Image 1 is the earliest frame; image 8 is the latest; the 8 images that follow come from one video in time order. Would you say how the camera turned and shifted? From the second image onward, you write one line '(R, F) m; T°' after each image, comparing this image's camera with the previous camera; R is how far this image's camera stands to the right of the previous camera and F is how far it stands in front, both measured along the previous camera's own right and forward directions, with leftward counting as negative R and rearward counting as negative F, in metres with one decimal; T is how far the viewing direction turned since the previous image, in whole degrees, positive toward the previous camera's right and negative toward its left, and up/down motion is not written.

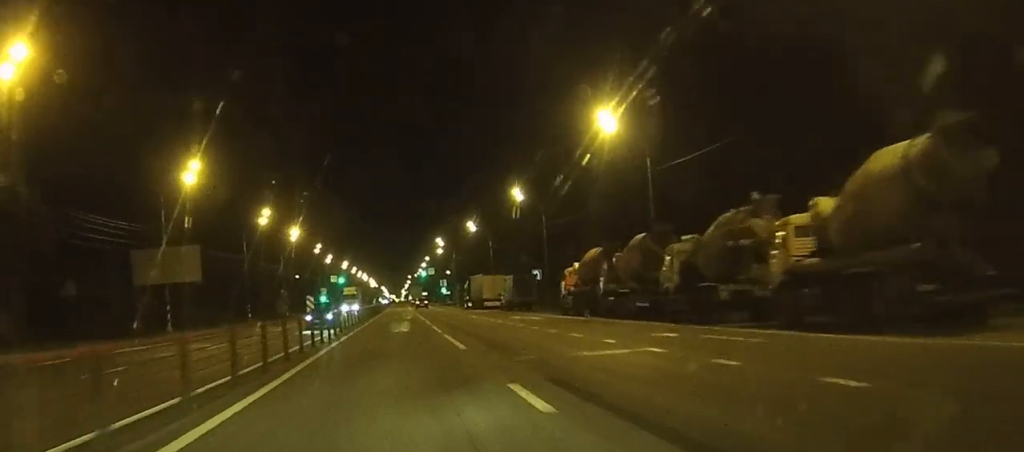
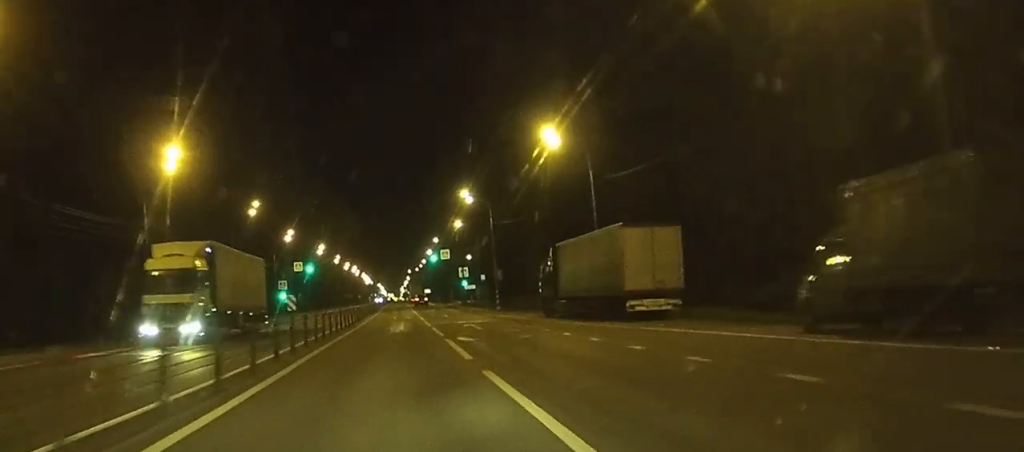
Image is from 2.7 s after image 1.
(-0.1, +63.3) m; 0°
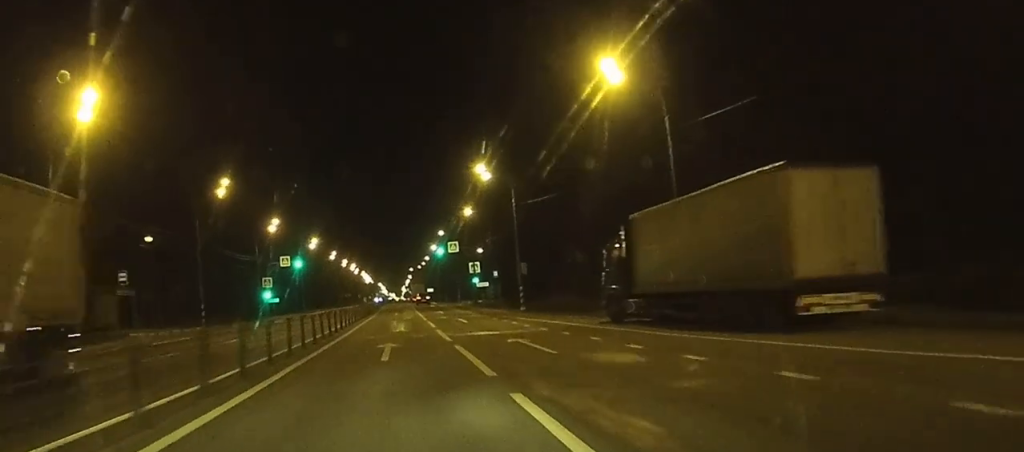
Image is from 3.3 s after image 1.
(0.0, +15.8) m; 0°
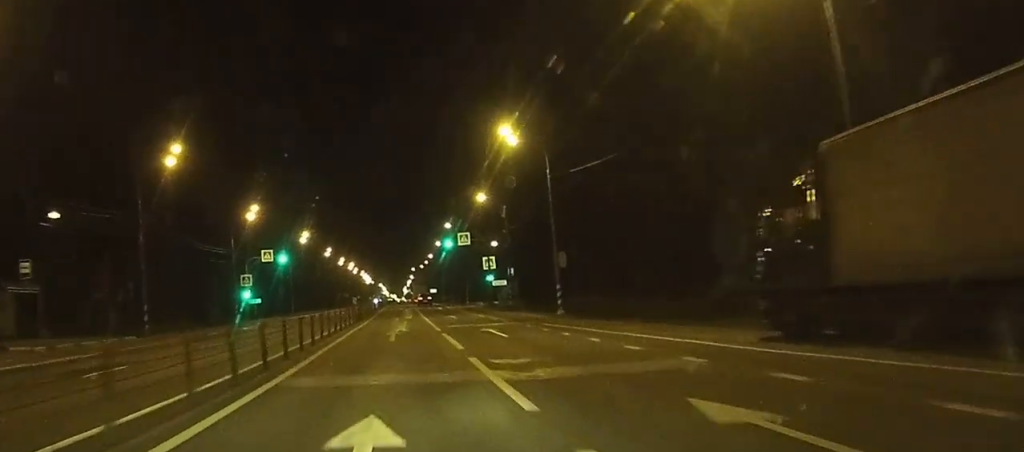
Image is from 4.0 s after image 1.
(0.0, +15.8) m; 0°
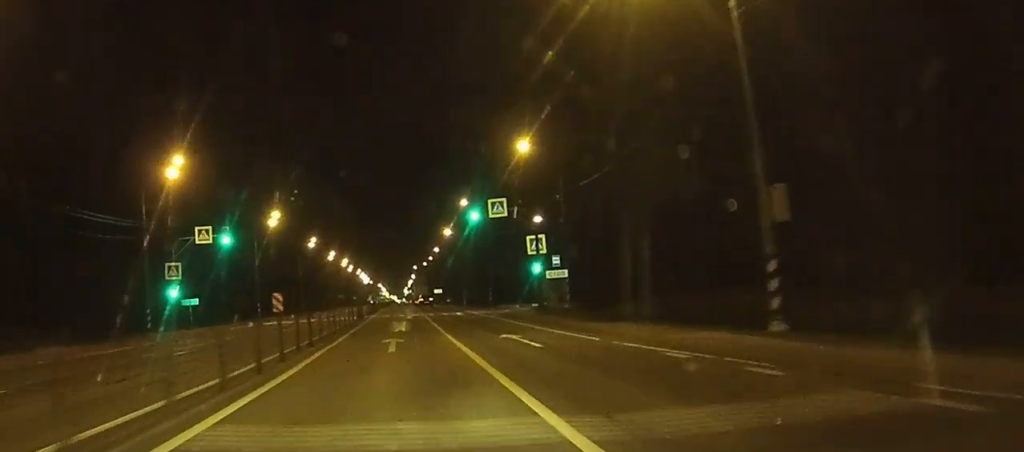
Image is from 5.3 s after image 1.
(0.0, +30.7) m; 0°
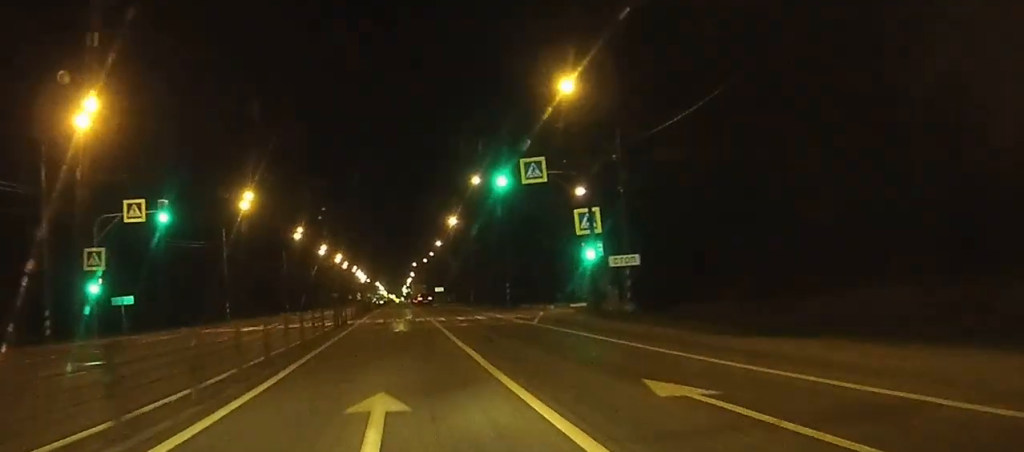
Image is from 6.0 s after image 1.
(0.0, +16.4) m; 0°
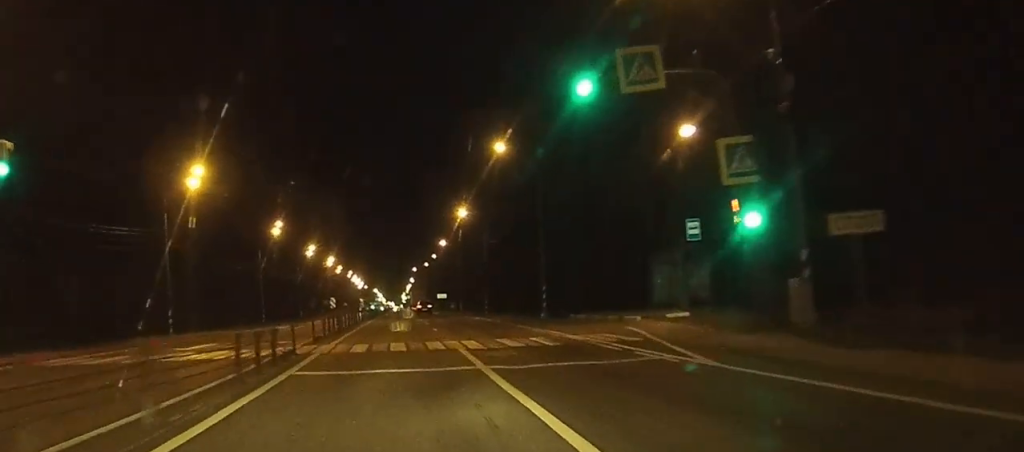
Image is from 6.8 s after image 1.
(0.0, +19.5) m; 0°
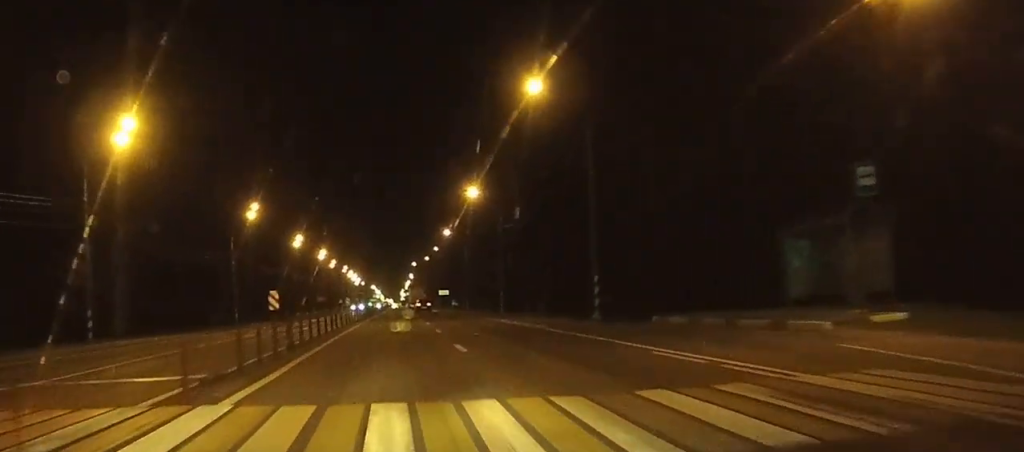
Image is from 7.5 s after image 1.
(0.0, +15.6) m; 0°
